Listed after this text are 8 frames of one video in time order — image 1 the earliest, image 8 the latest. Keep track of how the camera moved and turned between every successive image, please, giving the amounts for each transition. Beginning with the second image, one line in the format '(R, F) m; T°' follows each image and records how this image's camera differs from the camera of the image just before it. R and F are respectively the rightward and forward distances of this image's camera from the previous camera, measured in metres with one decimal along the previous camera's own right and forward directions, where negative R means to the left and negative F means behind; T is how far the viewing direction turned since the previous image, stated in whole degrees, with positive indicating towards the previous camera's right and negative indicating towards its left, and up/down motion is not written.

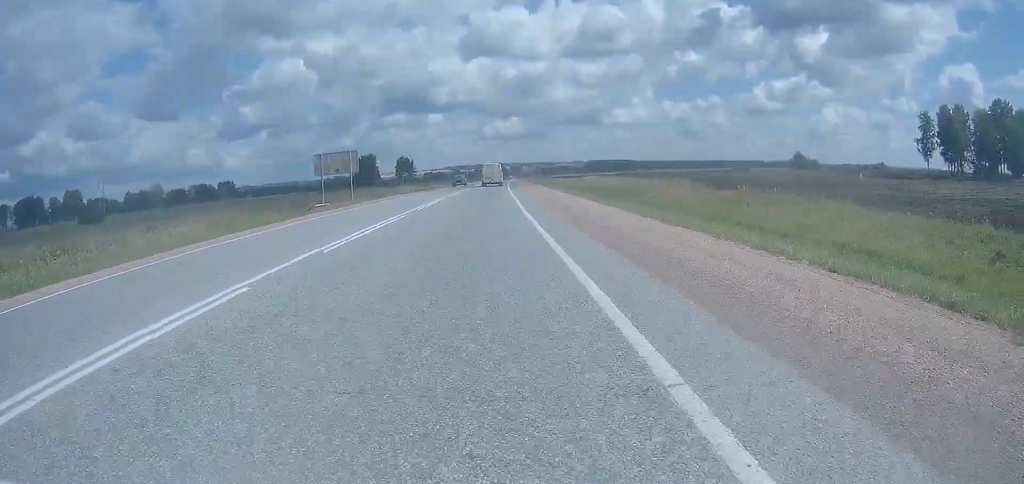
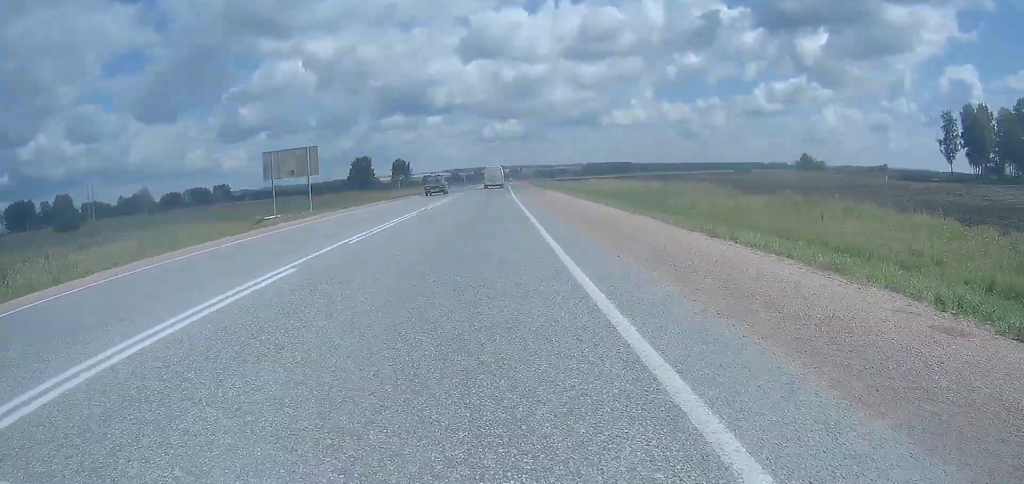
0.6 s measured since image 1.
(0.0, +10.5) m; 0°
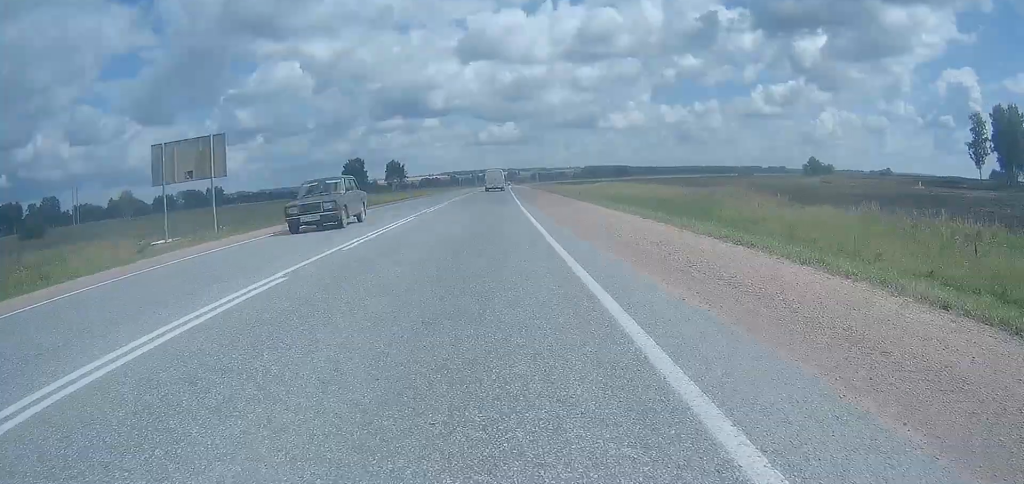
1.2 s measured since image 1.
(0.0, +12.5) m; 0°
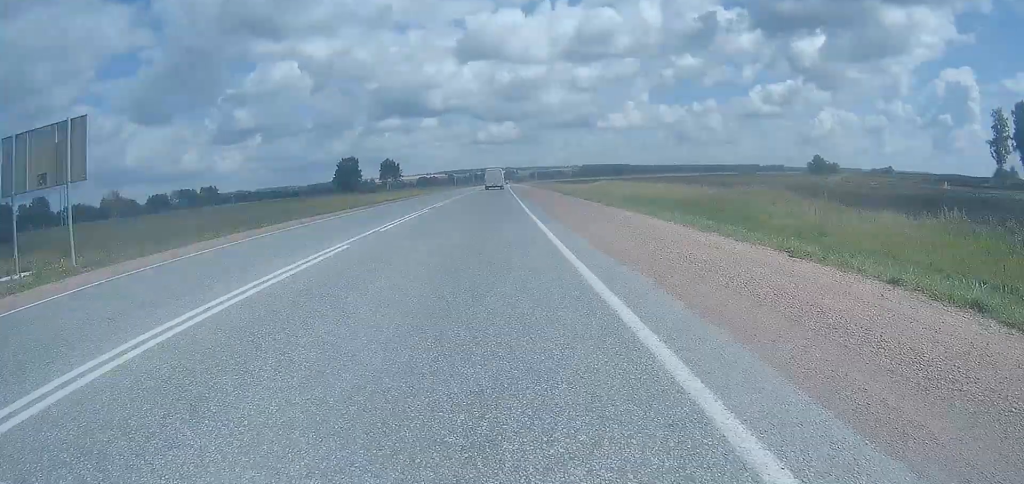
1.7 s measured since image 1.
(0.0, +8.8) m; 0°
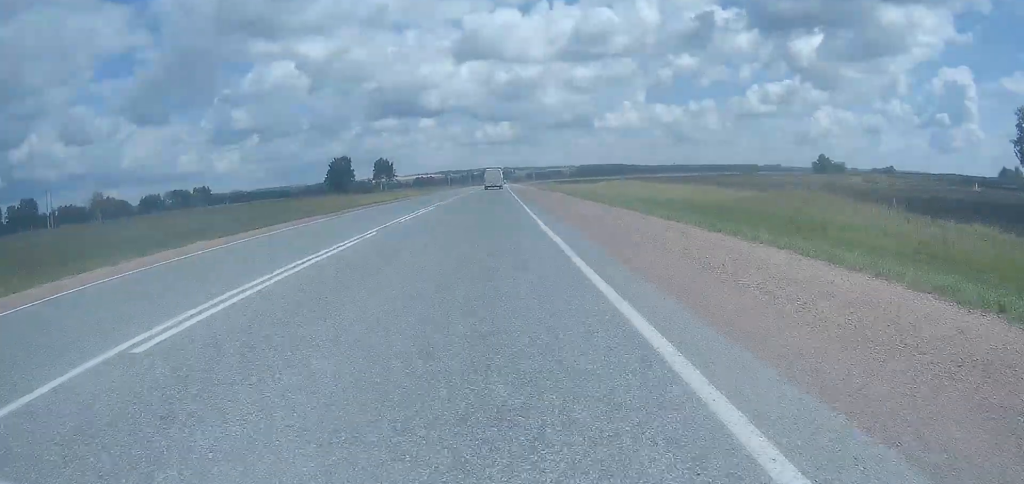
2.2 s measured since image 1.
(0.0, +9.5) m; 0°
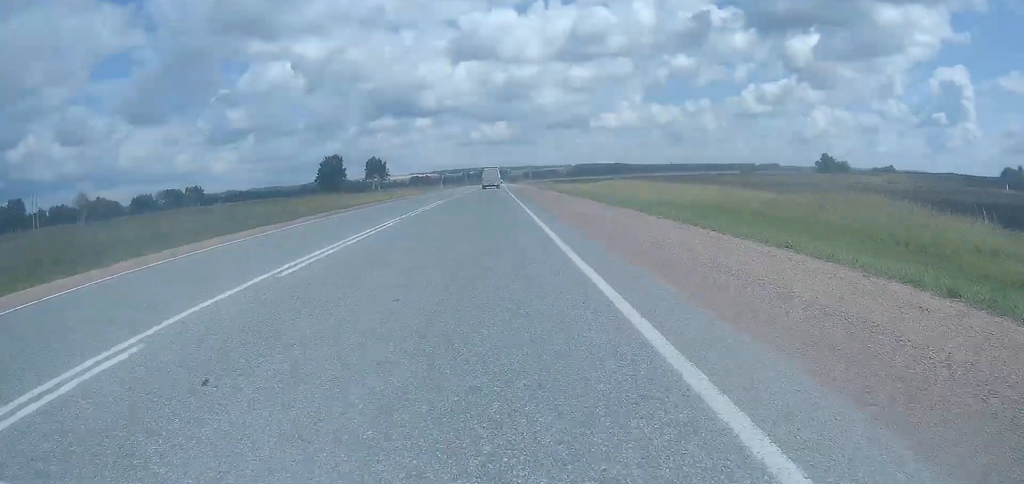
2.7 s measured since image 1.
(0.0, +8.9) m; 0°
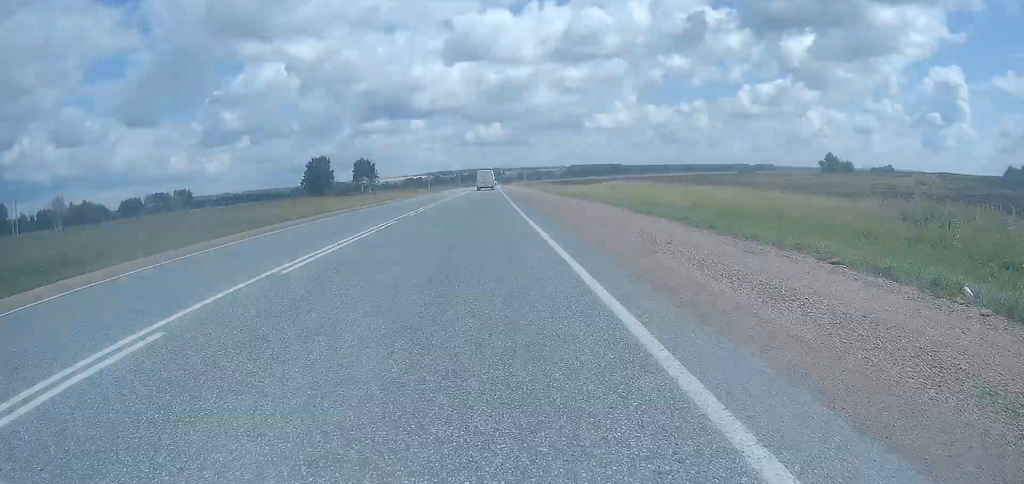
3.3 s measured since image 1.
(0.0, +11.5) m; 0°
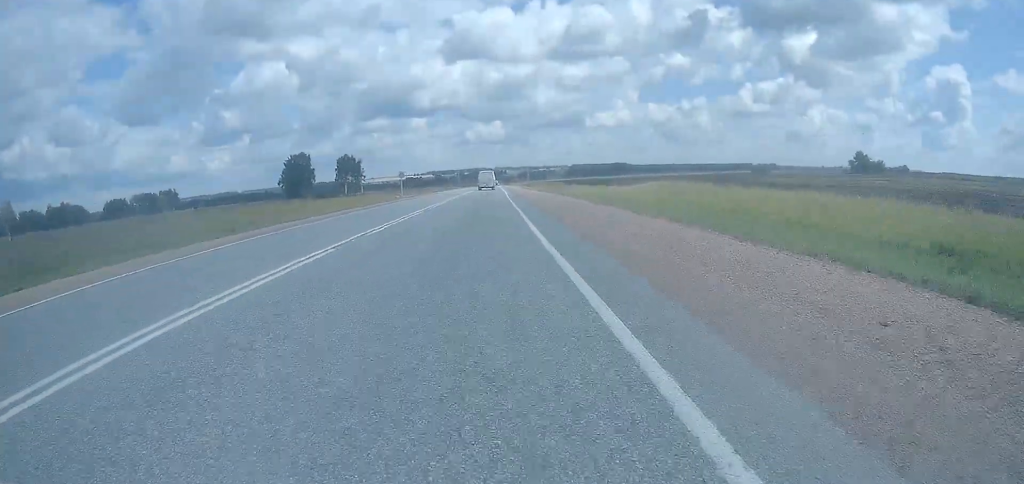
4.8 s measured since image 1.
(+0.4, +29.8) m; +2°
